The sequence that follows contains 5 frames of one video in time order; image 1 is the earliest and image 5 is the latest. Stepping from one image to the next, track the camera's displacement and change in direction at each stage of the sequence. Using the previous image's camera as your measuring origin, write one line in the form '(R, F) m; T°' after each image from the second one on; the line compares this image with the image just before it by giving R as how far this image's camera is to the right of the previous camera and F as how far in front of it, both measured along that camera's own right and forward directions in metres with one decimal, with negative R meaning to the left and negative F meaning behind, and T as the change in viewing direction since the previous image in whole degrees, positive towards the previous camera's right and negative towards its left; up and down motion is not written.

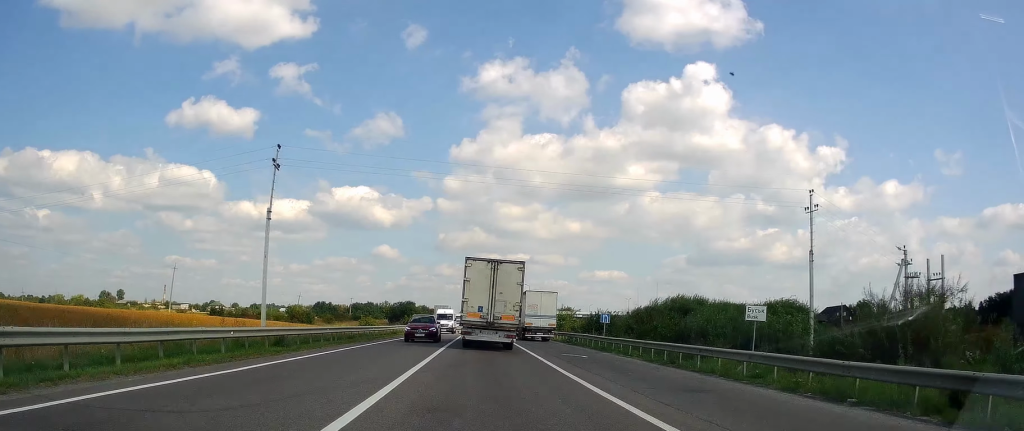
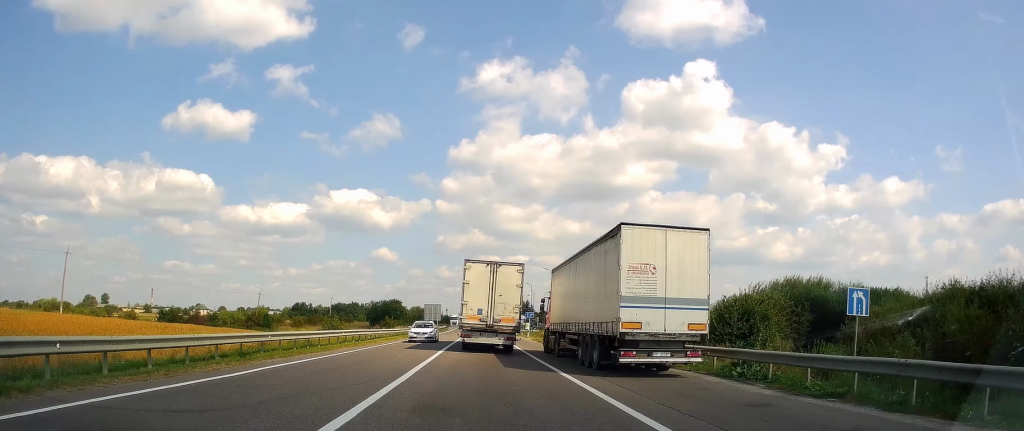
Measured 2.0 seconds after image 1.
(-0.2, +34.7) m; +1°
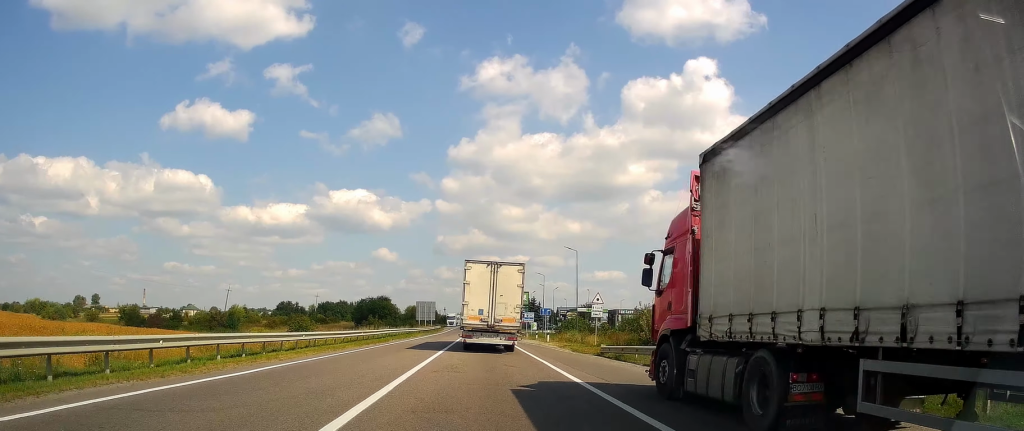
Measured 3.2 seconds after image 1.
(+0.4, +20.6) m; +1°
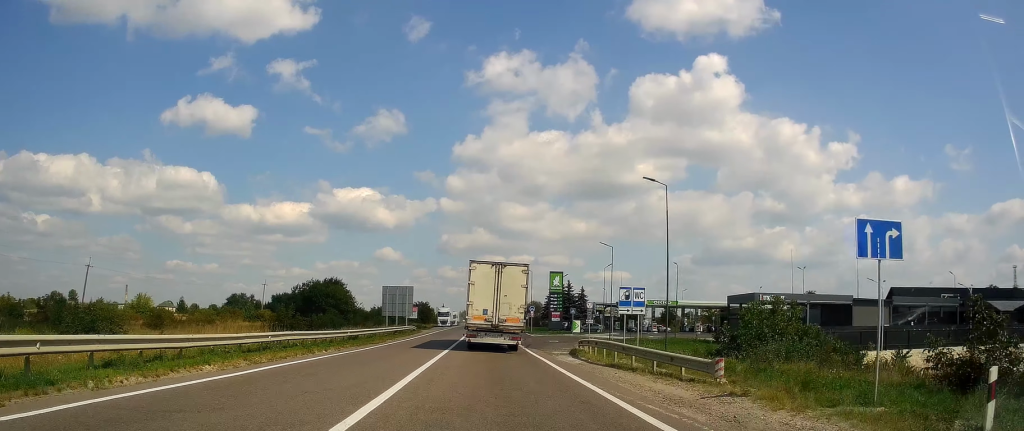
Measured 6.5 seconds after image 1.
(-0.9, +54.0) m; -1°
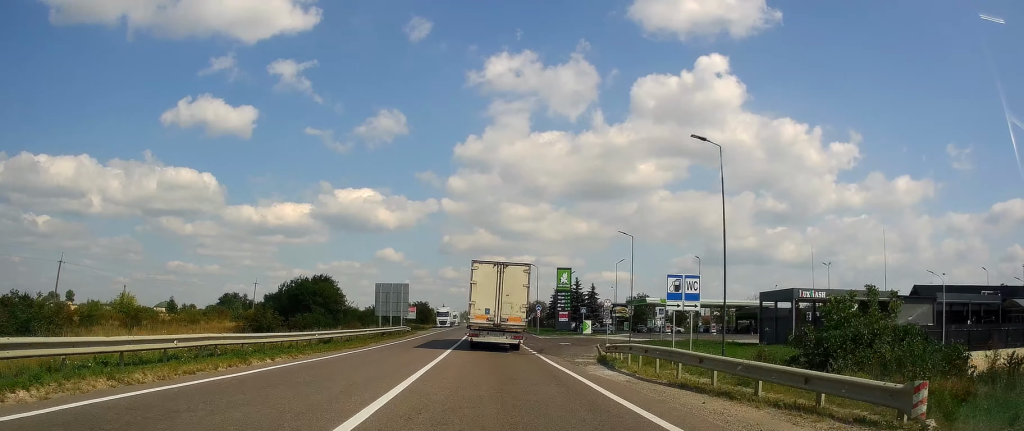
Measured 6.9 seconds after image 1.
(-0.3, +7.6) m; -1°
